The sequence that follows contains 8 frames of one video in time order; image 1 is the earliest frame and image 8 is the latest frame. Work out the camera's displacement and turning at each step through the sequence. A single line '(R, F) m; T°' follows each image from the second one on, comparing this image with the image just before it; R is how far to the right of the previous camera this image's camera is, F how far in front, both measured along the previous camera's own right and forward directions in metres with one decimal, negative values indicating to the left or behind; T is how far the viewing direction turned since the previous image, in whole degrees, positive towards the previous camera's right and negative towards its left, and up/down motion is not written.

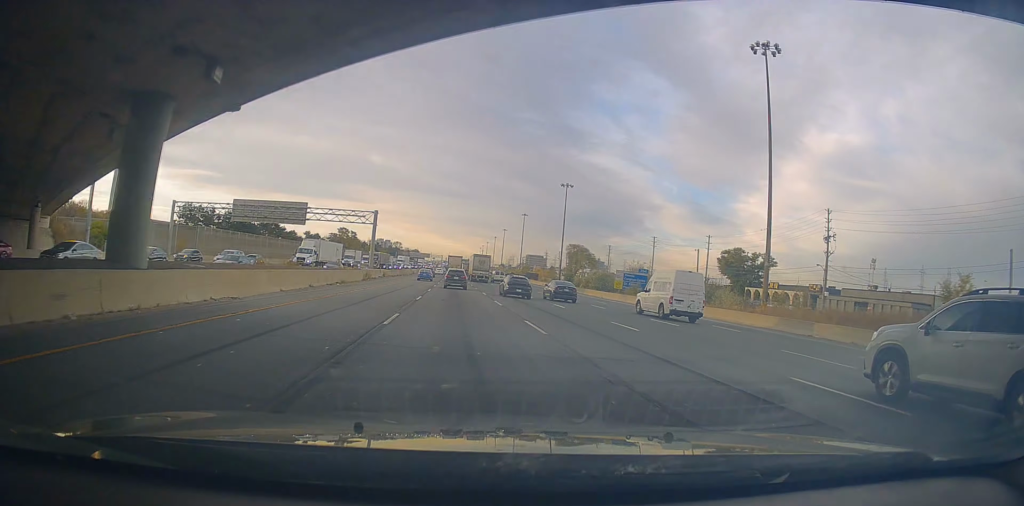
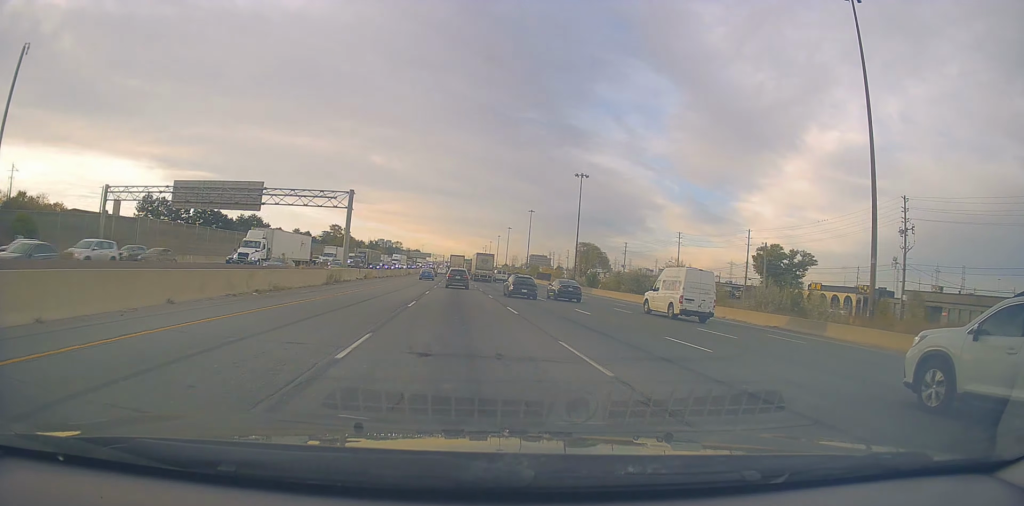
(+0.3, +17.0) m; 0°
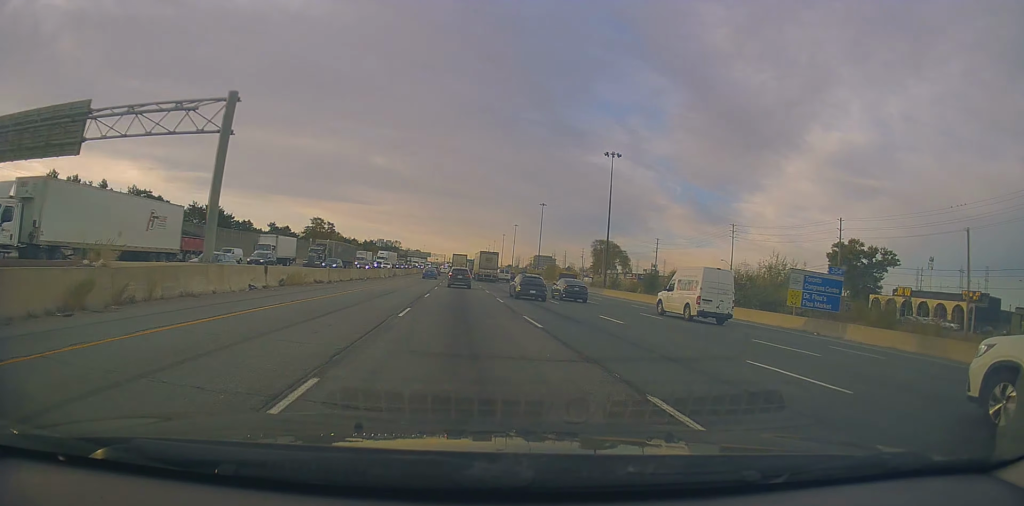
(0.0, +28.8) m; 0°
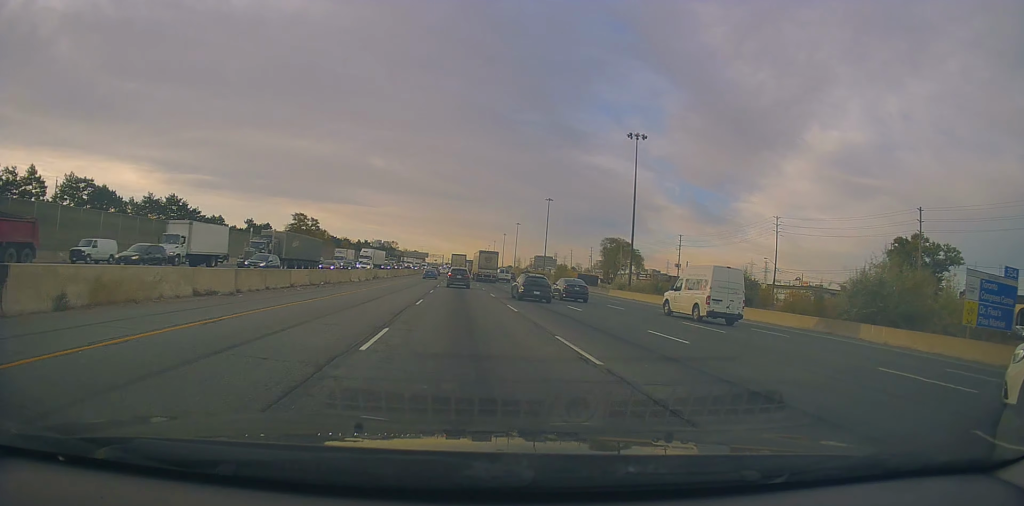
(0.0, +17.6) m; 0°
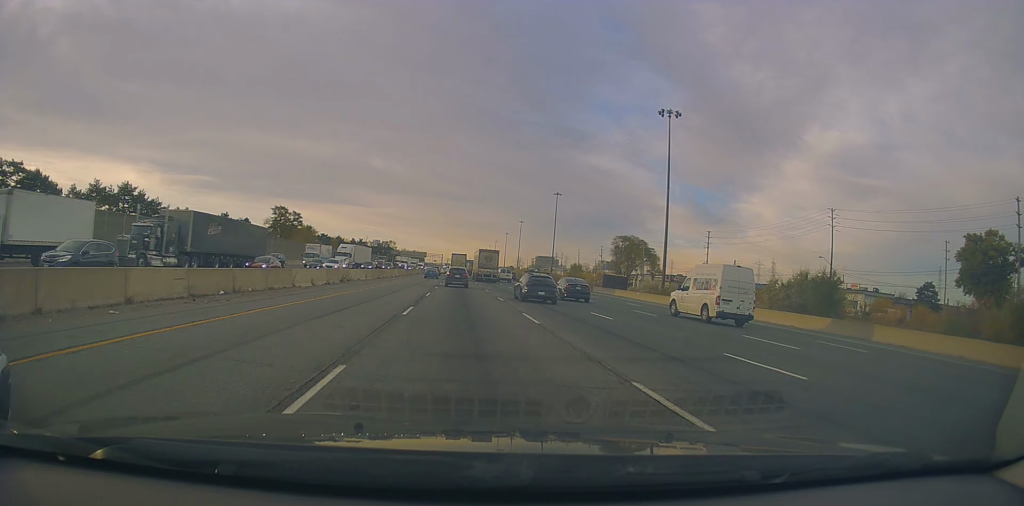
(+0.3, +17.1) m; 0°
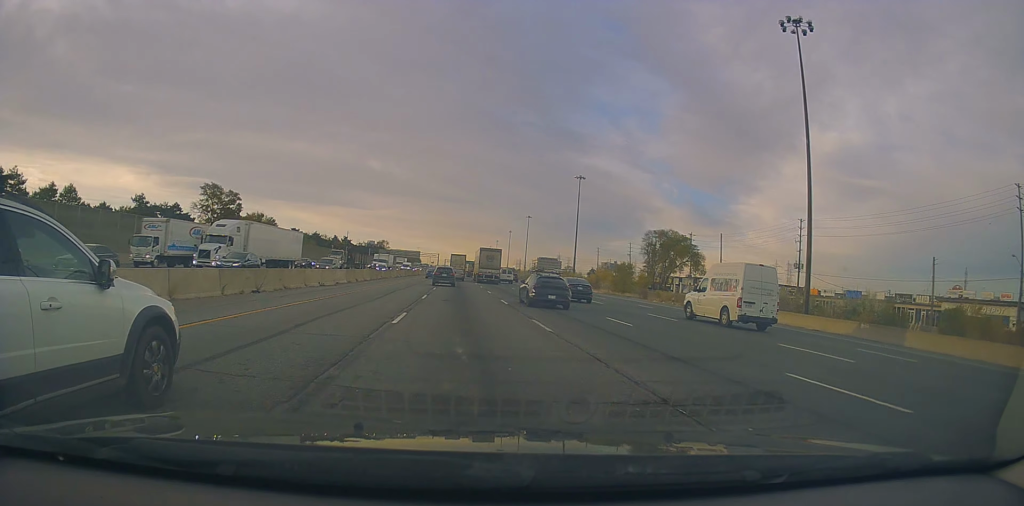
(-0.4, +38.4) m; 0°
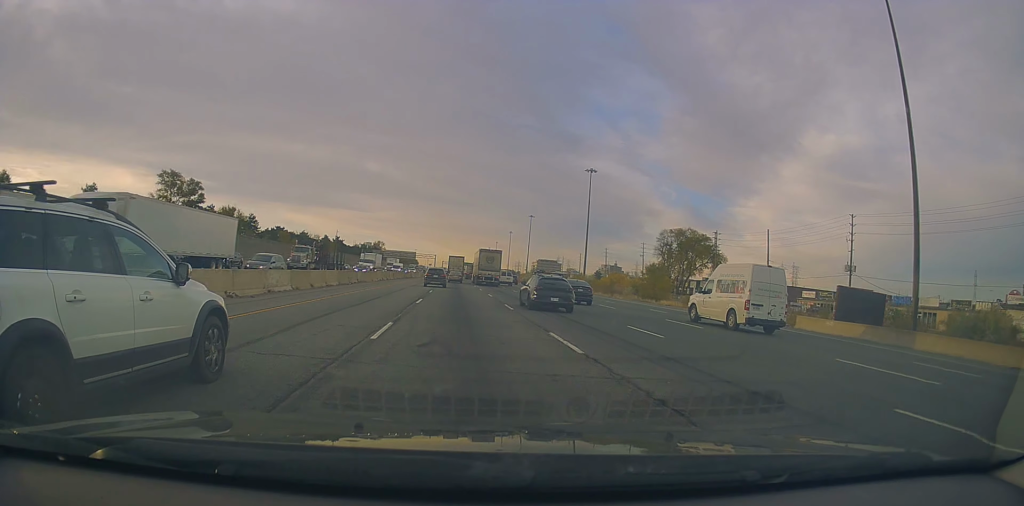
(+0.2, +15.5) m; +1°
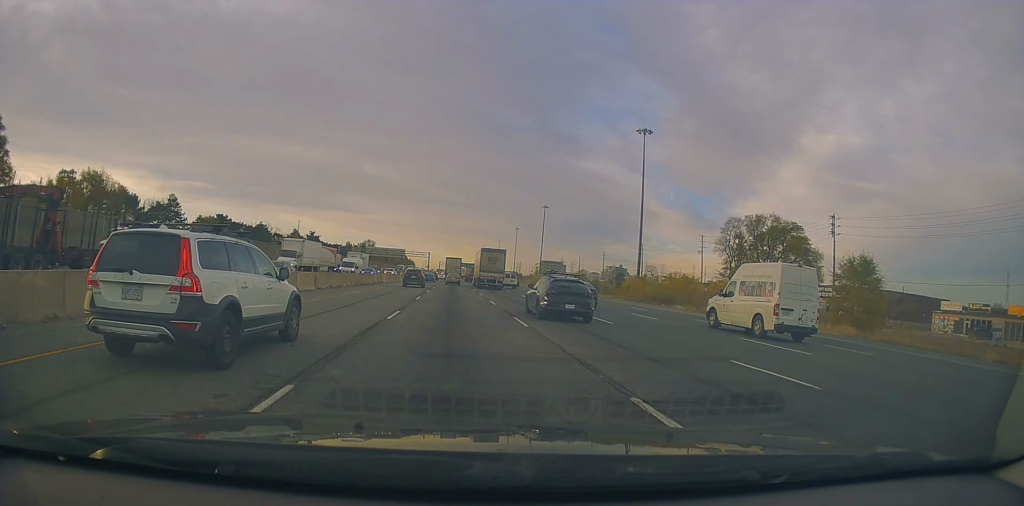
(+0.2, +42.7) m; 0°
